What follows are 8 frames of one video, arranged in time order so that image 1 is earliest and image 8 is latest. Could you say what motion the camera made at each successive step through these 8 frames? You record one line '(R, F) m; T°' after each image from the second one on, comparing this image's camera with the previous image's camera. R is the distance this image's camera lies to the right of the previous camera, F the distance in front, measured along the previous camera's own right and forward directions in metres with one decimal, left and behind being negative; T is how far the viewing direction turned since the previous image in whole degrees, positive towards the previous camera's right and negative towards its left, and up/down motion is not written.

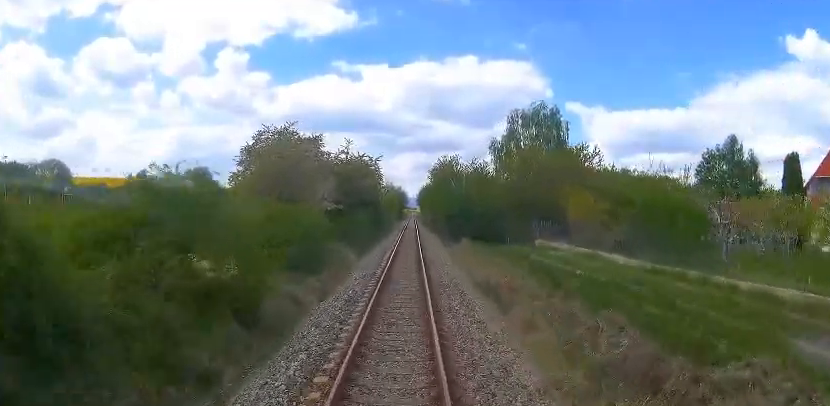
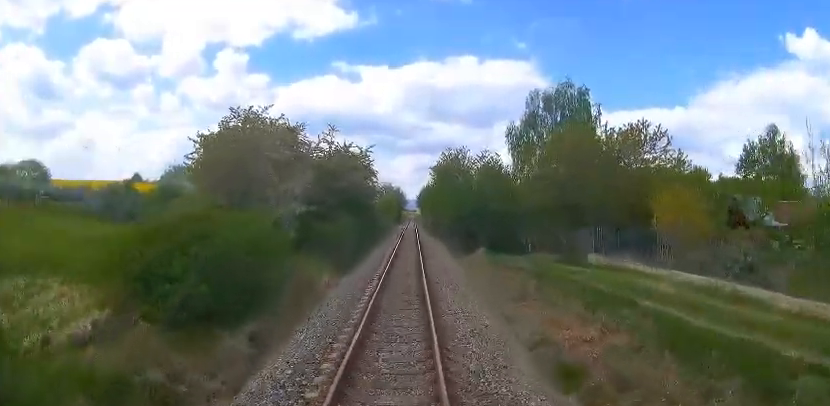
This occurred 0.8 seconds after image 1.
(-0.1, +9.2) m; -1°
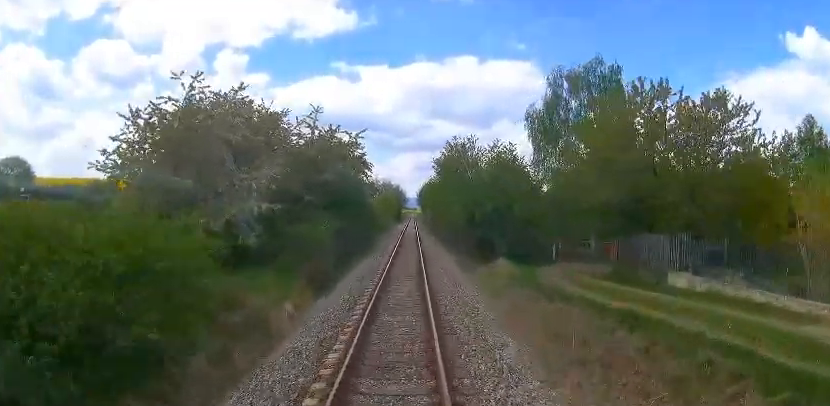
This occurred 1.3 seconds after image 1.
(0.0, +6.9) m; 0°
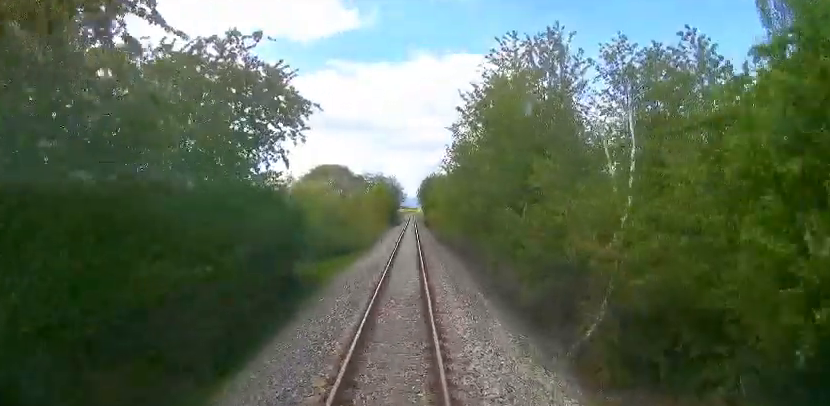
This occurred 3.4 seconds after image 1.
(+0.9, +26.9) m; +3°
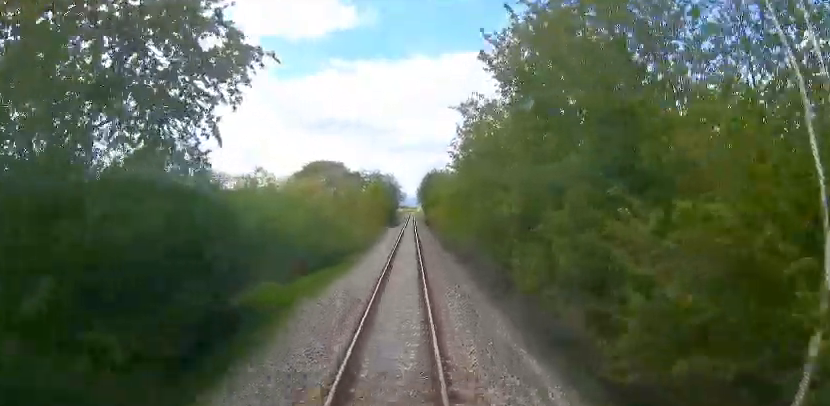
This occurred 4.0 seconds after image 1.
(0.0, +7.2) m; 0°
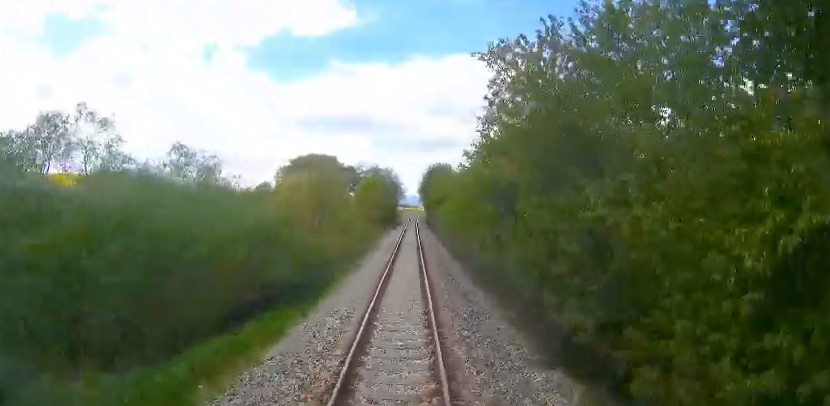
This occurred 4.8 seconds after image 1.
(-0.1, +10.9) m; -1°
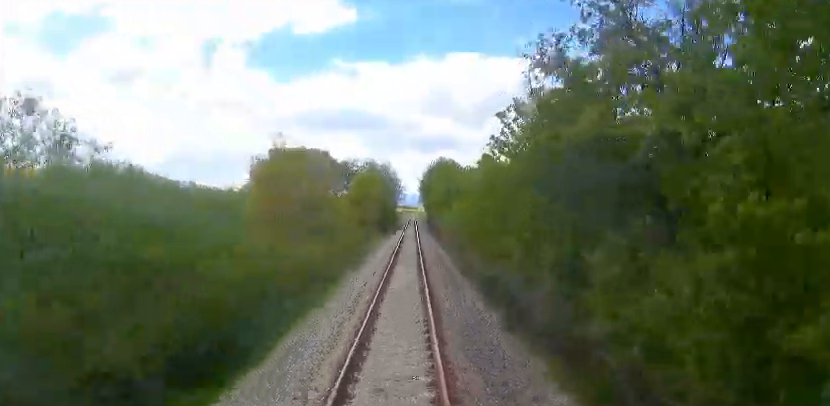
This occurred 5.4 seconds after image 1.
(-0.1, +9.2) m; -1°
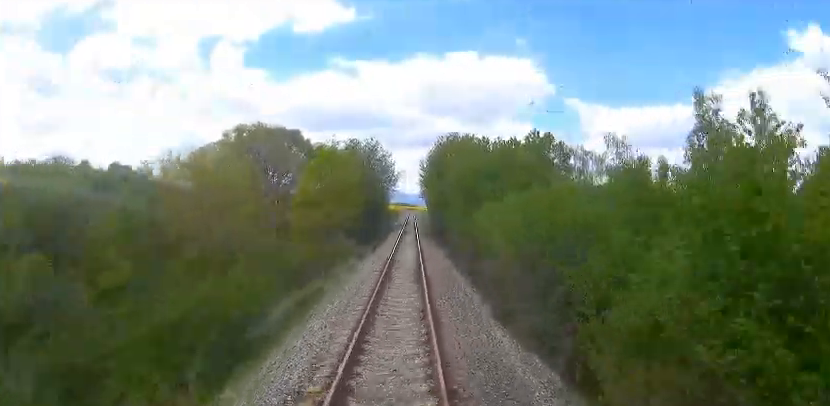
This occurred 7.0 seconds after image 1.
(+0.2, +21.4) m; +1°
